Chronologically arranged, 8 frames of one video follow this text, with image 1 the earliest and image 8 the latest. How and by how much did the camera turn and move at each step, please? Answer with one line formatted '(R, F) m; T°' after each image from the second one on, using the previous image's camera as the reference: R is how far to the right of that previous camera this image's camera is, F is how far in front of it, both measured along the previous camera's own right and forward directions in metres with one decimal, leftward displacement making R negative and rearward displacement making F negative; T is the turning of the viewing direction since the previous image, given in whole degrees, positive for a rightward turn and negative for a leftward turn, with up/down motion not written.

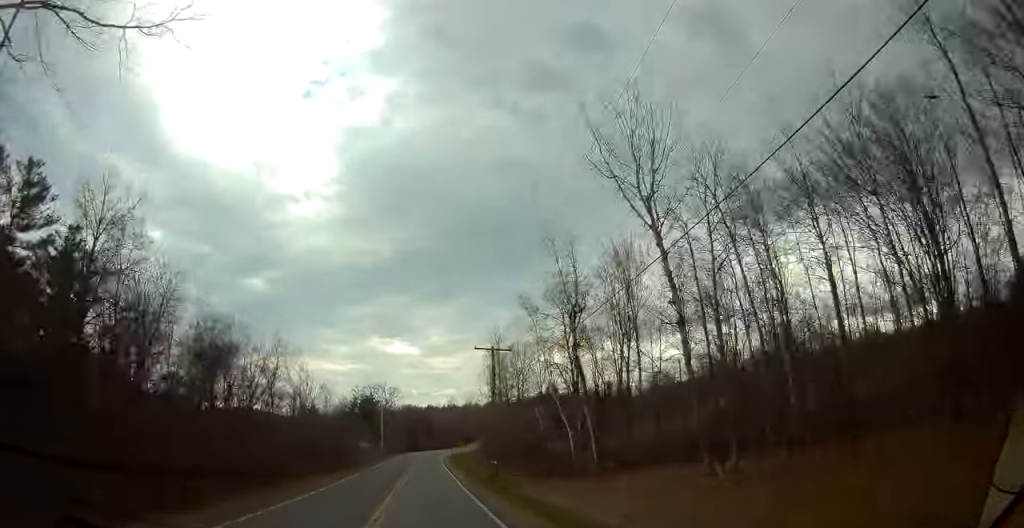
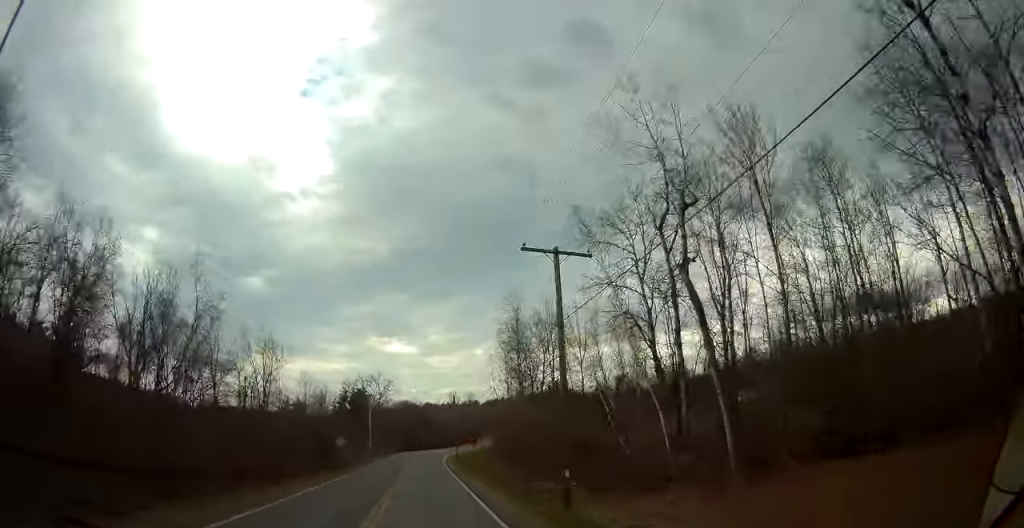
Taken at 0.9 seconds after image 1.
(0.0, +18.0) m; 0°
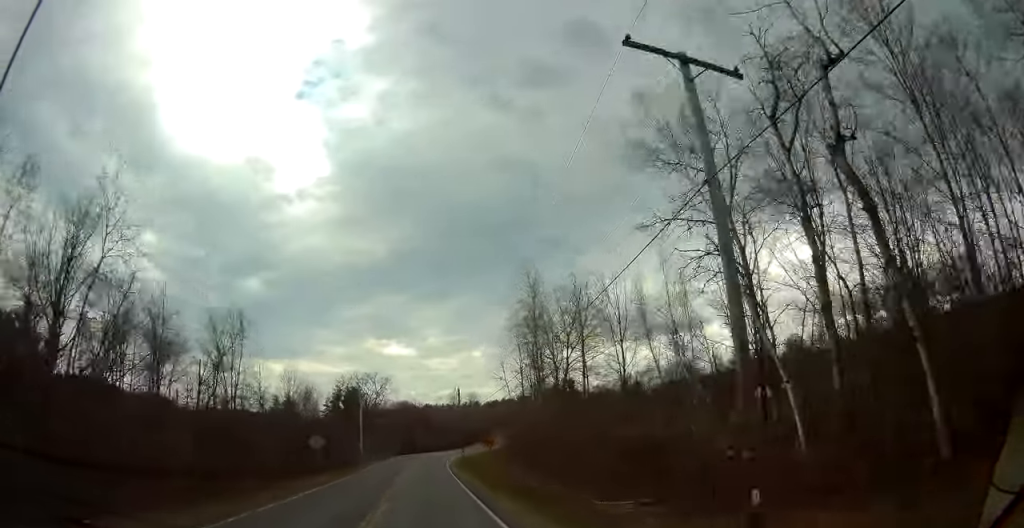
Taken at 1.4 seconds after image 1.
(-0.1, +10.6) m; 0°
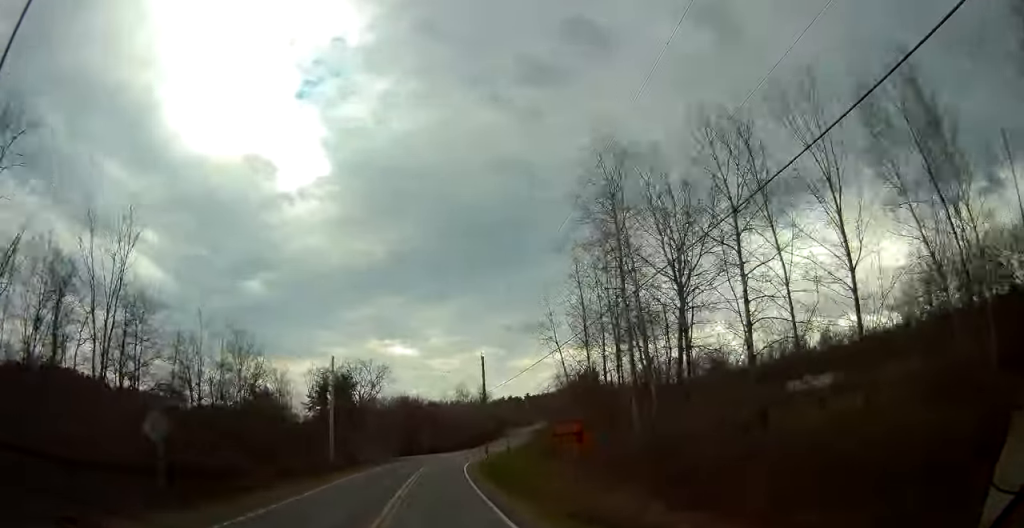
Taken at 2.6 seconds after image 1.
(+0.2, +23.4) m; 0°
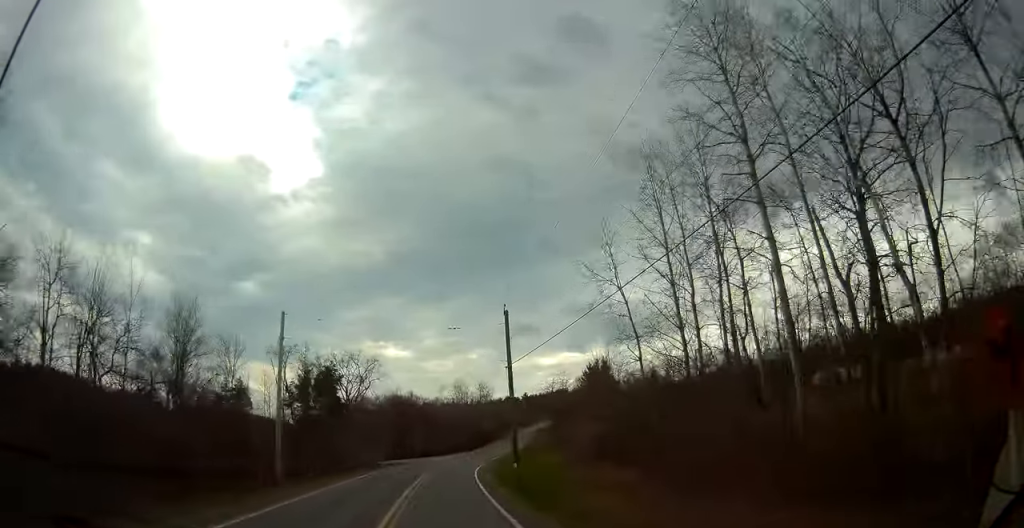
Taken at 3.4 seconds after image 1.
(-0.1, +14.4) m; +1°
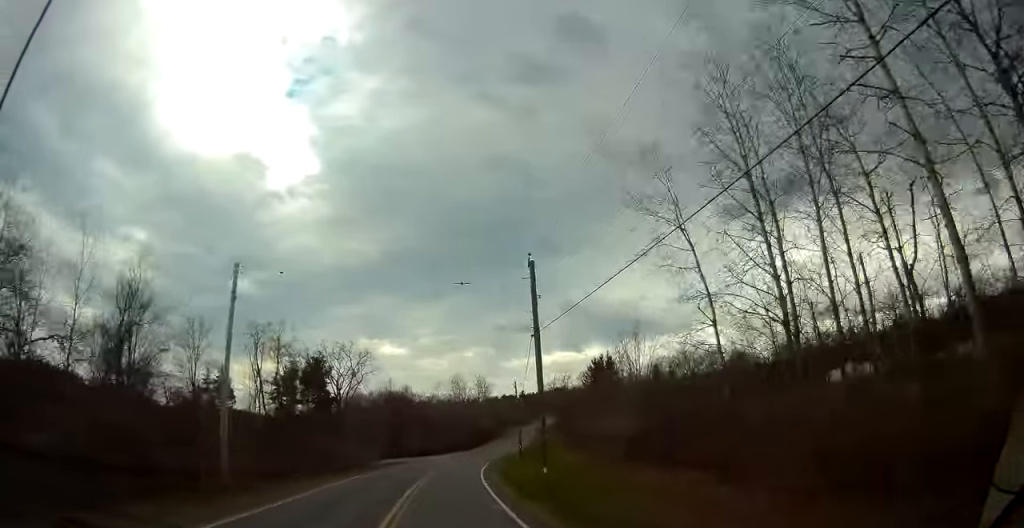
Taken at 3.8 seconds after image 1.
(-0.2, +7.5) m; 0°
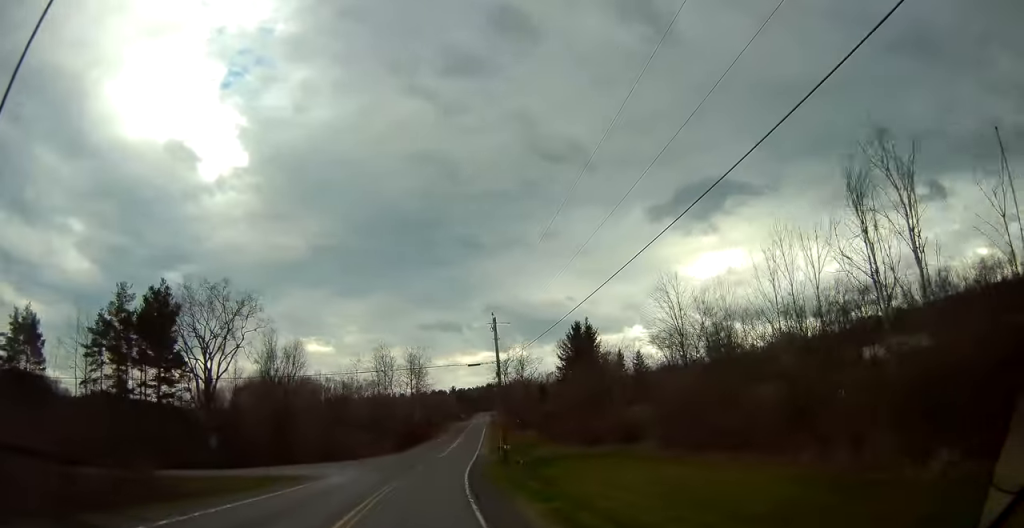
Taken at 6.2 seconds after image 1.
(+2.1, +39.2) m; +6°
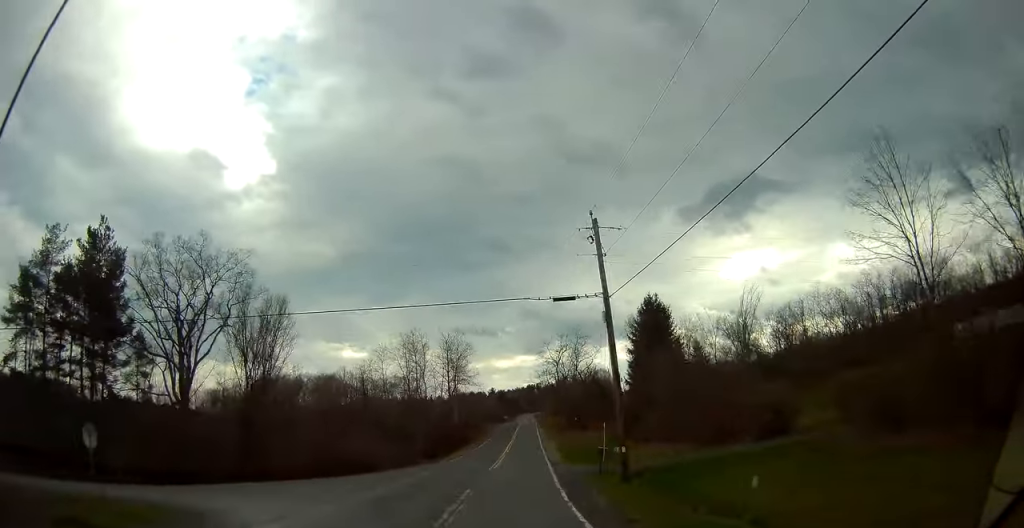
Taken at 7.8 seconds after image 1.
(-0.1, +18.8) m; -4°
